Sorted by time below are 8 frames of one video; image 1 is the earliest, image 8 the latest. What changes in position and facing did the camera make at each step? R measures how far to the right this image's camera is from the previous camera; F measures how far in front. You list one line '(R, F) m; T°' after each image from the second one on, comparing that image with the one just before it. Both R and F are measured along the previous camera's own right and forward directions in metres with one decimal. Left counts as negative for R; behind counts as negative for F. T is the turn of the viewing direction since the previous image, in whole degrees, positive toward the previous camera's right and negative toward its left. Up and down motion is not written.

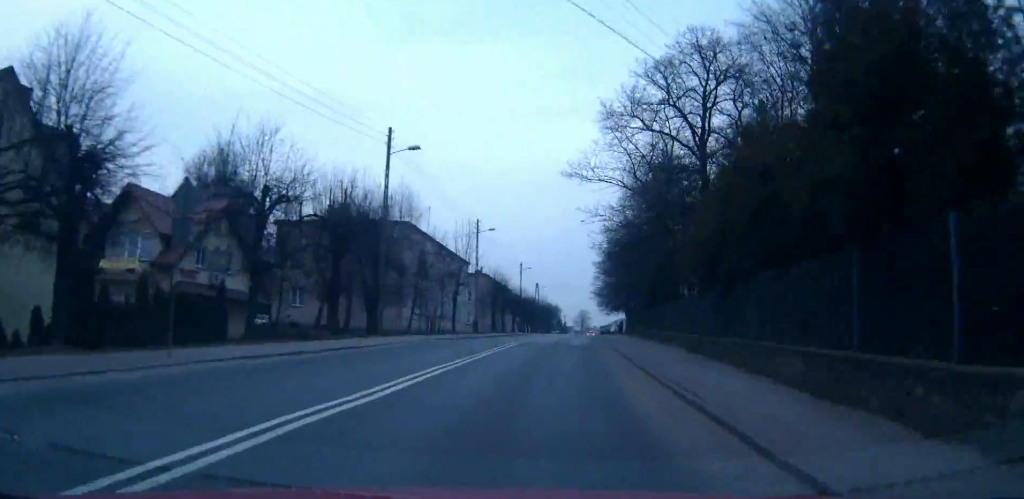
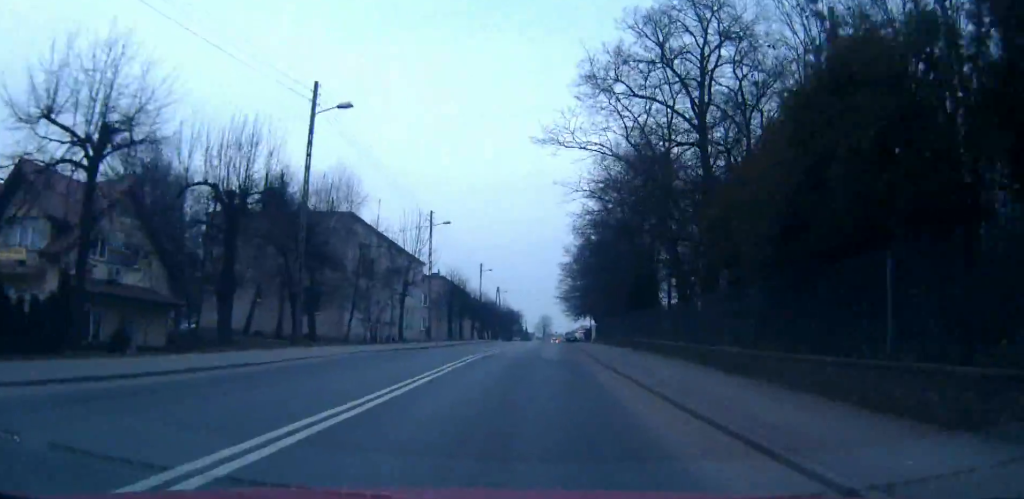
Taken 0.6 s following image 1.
(+0.4, +7.9) m; +5°
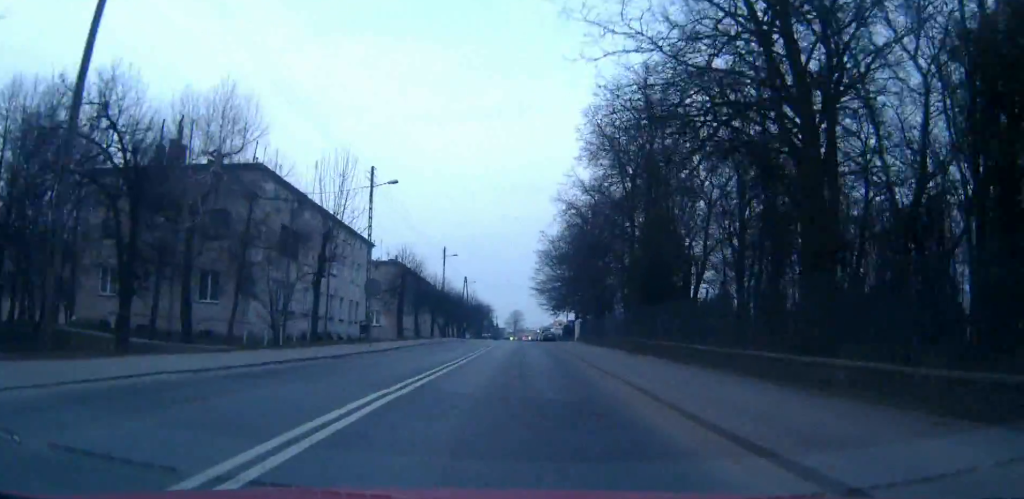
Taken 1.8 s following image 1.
(+0.6, +14.7) m; +3°
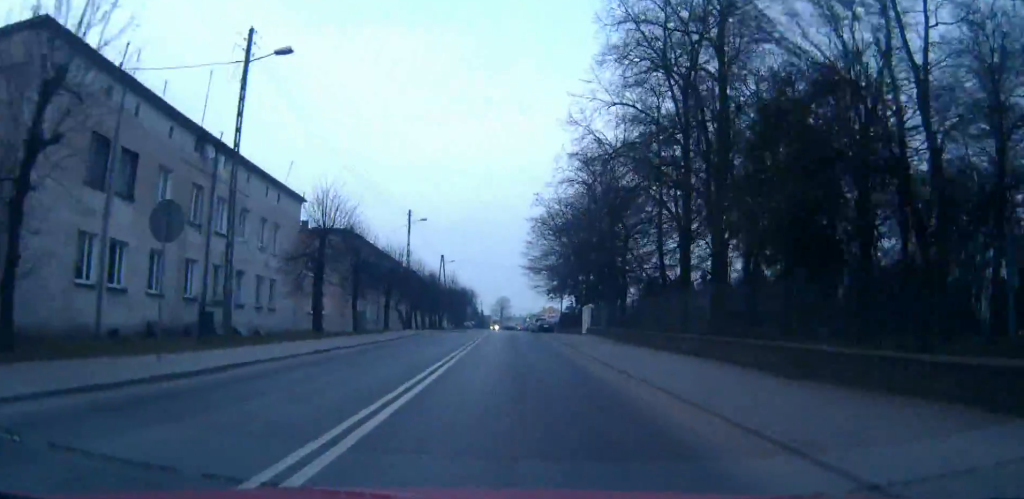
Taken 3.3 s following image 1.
(+0.2, +20.3) m; +1°
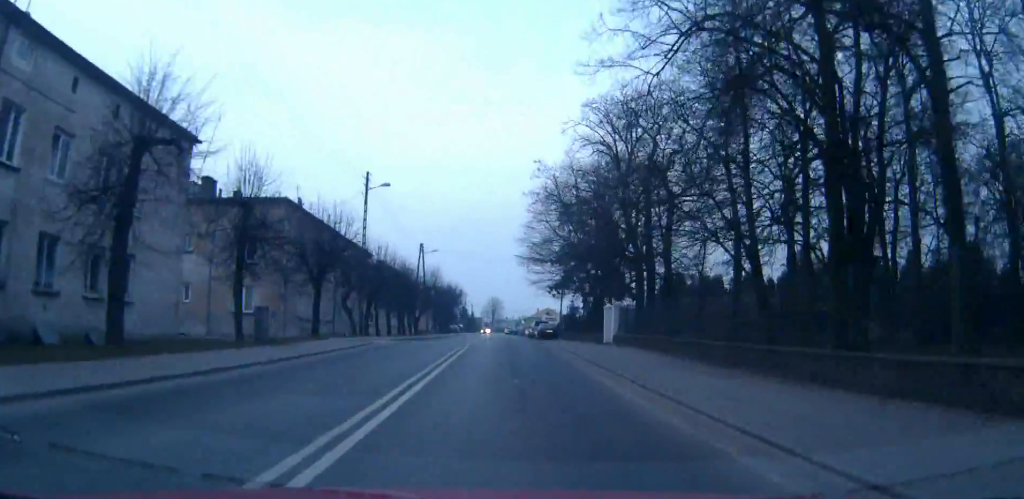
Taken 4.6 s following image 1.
(+0.2, +16.9) m; 0°
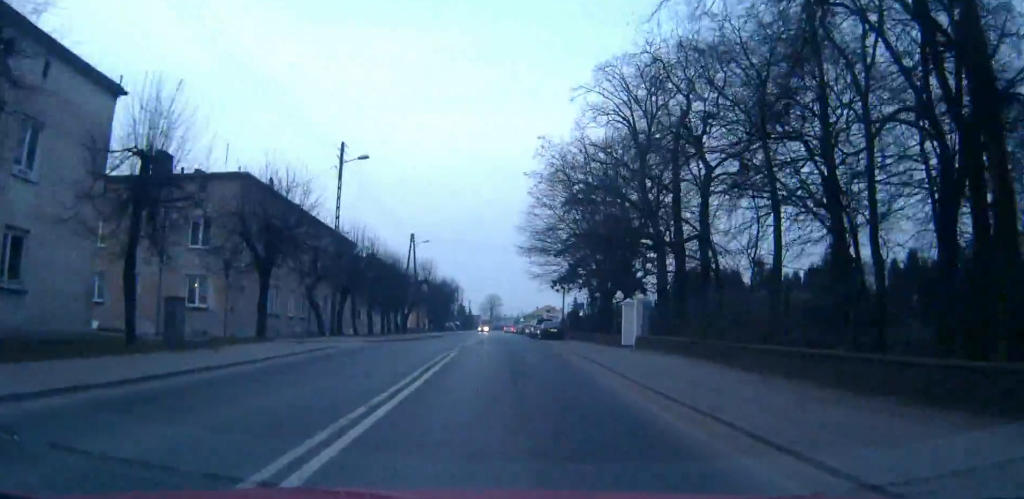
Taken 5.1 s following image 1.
(0.0, +7.3) m; 0°
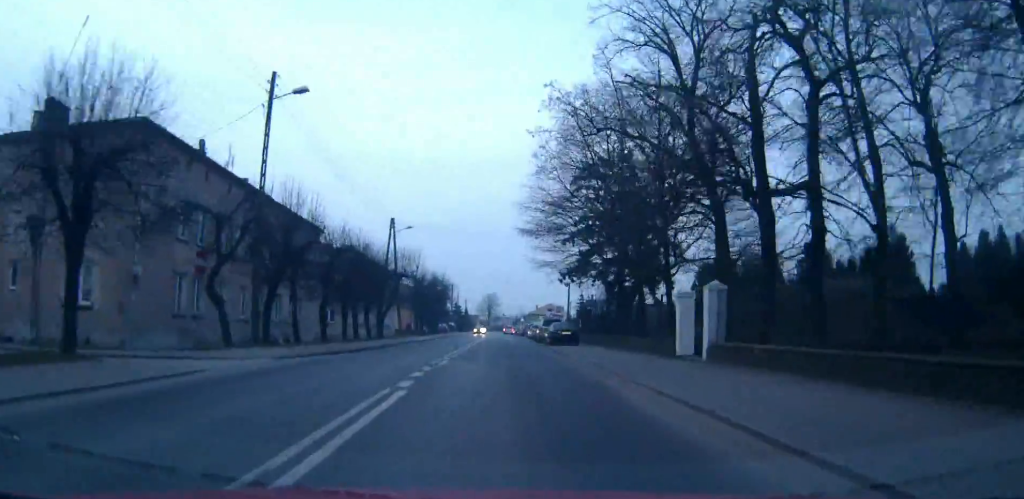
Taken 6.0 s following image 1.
(-0.1, +12.3) m; -1°
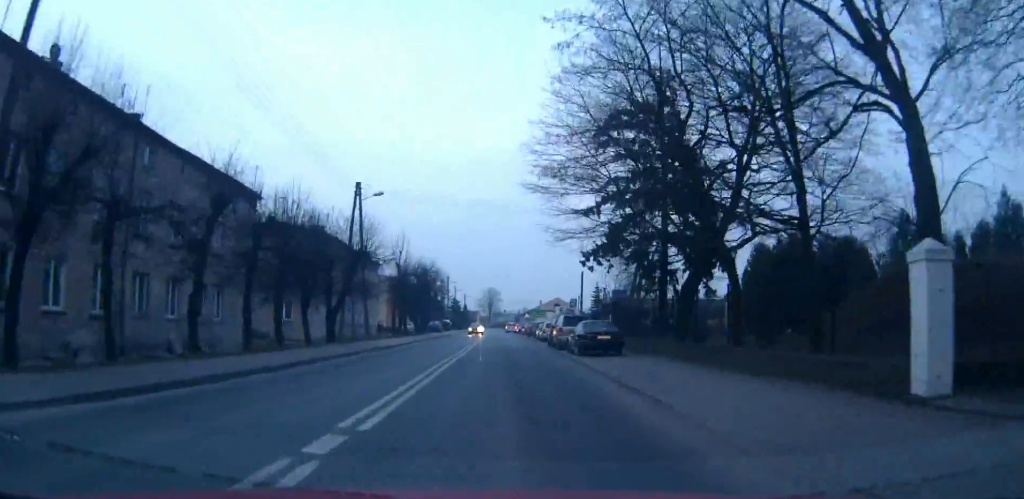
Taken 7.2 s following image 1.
(-0.1, +15.7) m; 0°
